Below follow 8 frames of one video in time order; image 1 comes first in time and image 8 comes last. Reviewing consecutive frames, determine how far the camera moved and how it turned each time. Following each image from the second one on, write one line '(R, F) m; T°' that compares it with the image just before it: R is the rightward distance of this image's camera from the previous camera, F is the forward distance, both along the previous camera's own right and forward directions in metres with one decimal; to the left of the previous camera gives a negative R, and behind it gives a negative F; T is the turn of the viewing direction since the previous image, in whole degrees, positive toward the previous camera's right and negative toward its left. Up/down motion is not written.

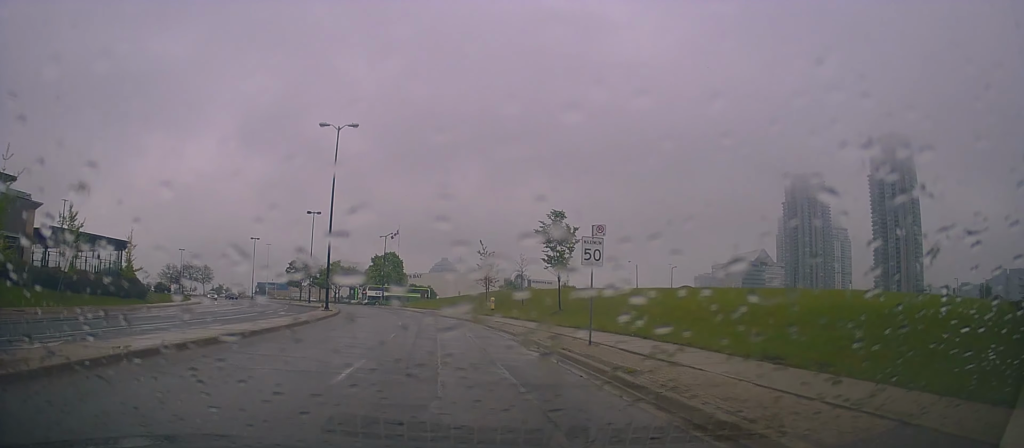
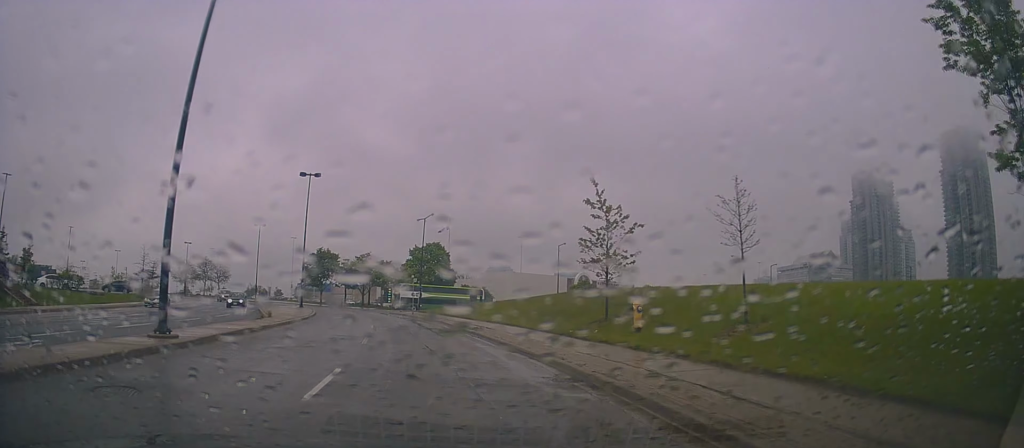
(-1.4, +25.9) m; -9°
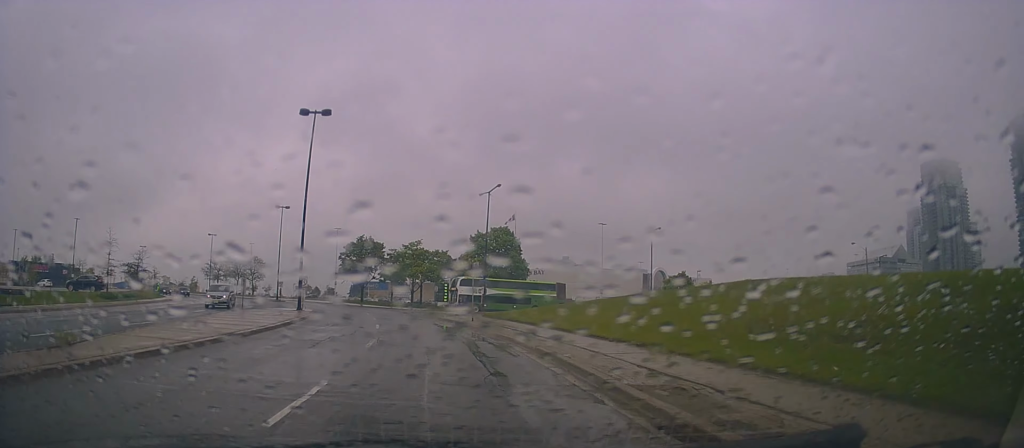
(-0.6, +19.0) m; -4°
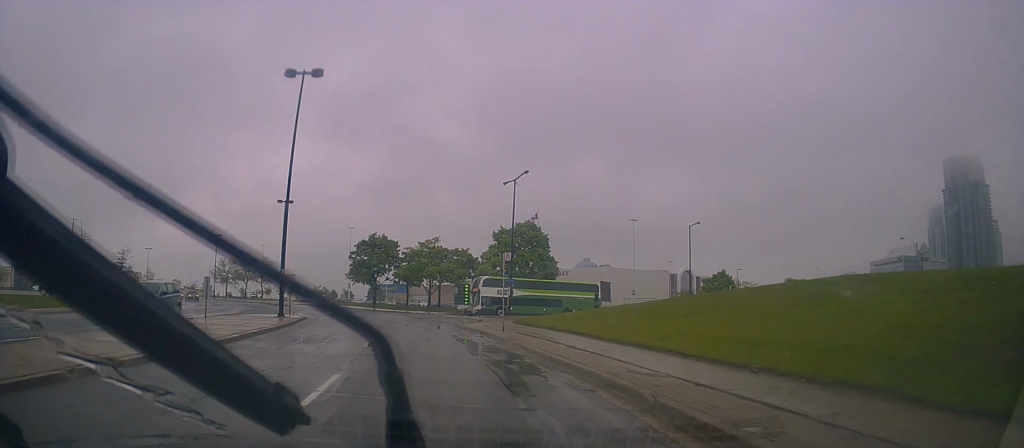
(-0.1, +7.0) m; -2°
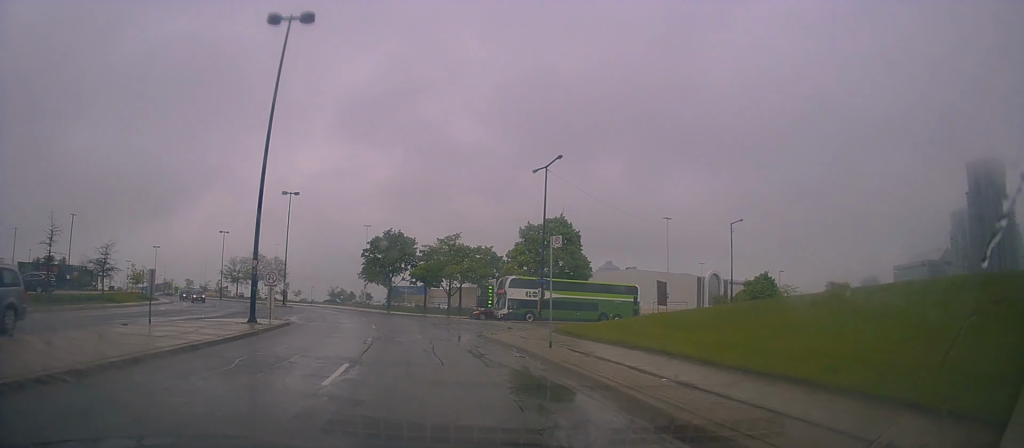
(0.0, +6.4) m; -3°
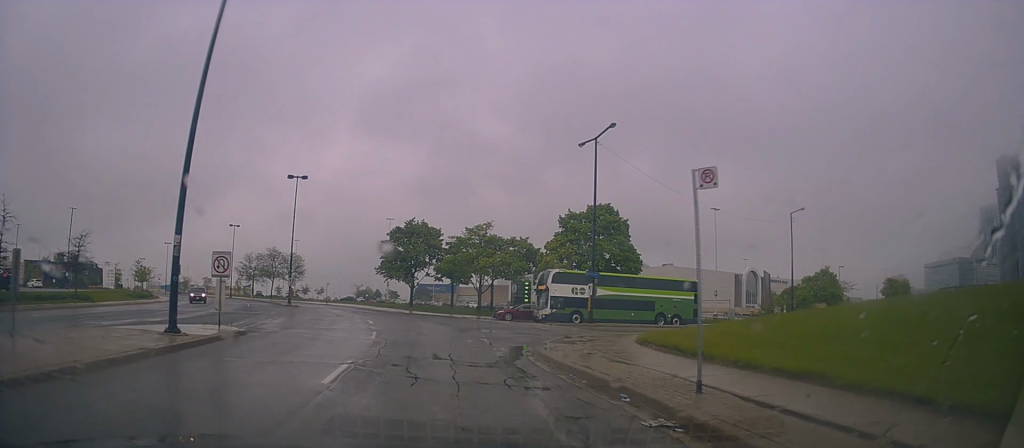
(-0.3, +8.0) m; -3°
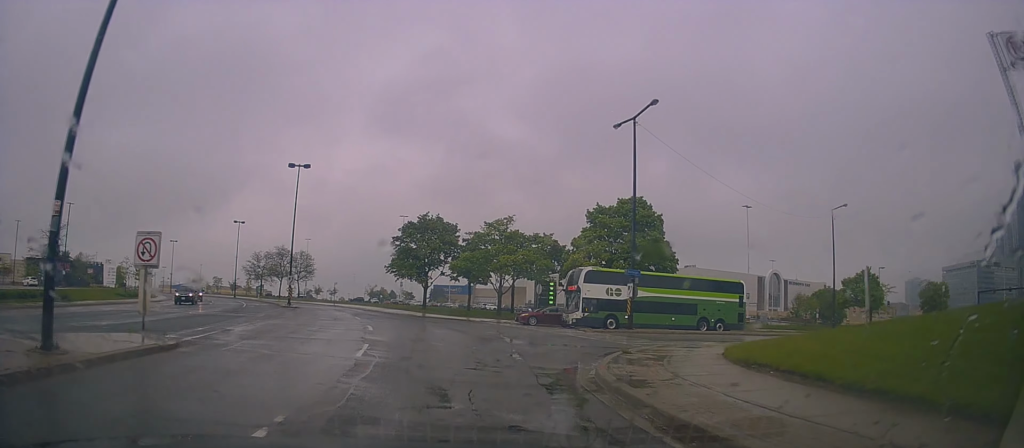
(-0.4, +5.6) m; -2°
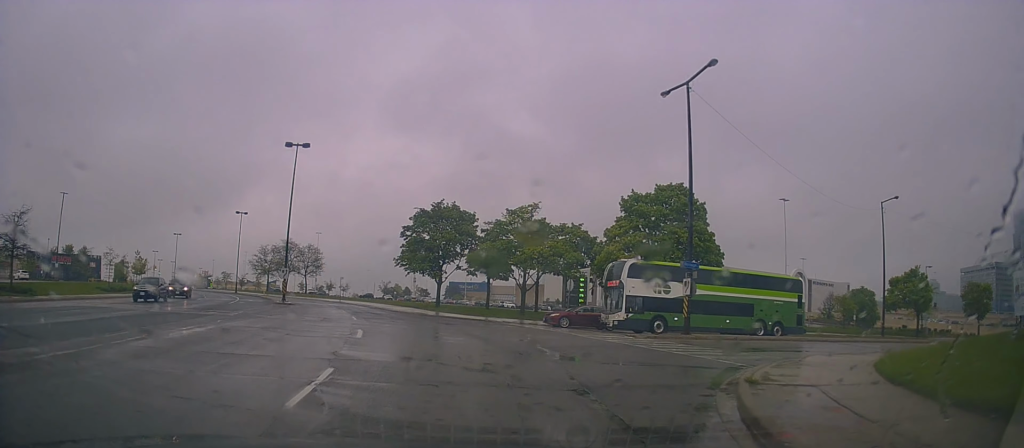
(-0.1, +5.6) m; -1°
